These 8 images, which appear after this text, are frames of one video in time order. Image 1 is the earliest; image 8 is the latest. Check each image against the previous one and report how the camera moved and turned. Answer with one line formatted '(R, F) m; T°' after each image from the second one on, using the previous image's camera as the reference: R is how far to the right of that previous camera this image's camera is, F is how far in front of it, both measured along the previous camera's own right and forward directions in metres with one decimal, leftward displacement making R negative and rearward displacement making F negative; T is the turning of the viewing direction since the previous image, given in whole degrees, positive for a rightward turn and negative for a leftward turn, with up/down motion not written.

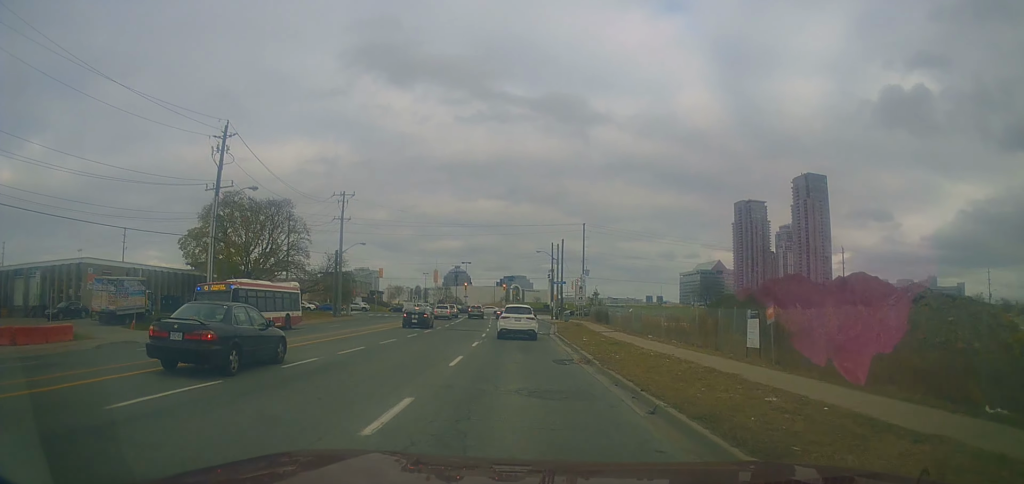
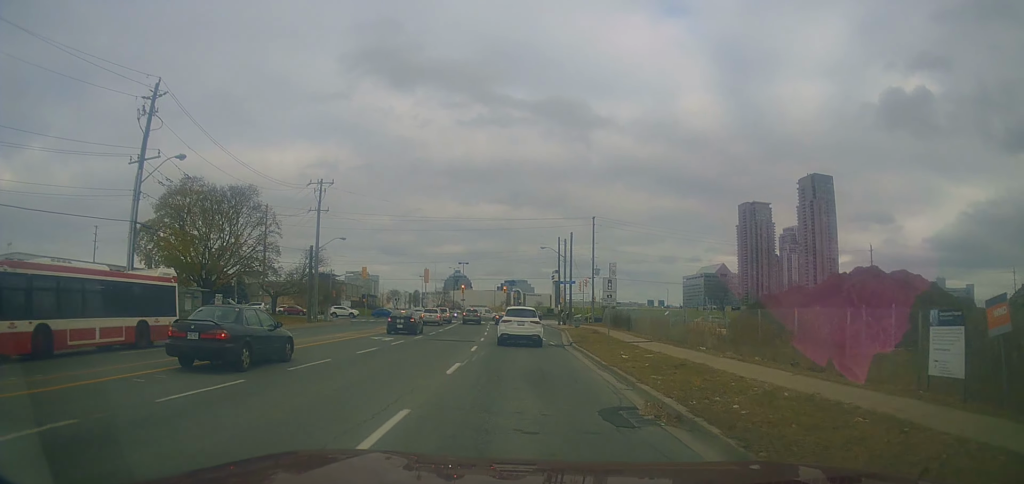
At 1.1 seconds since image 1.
(-0.2, +9.9) m; +2°
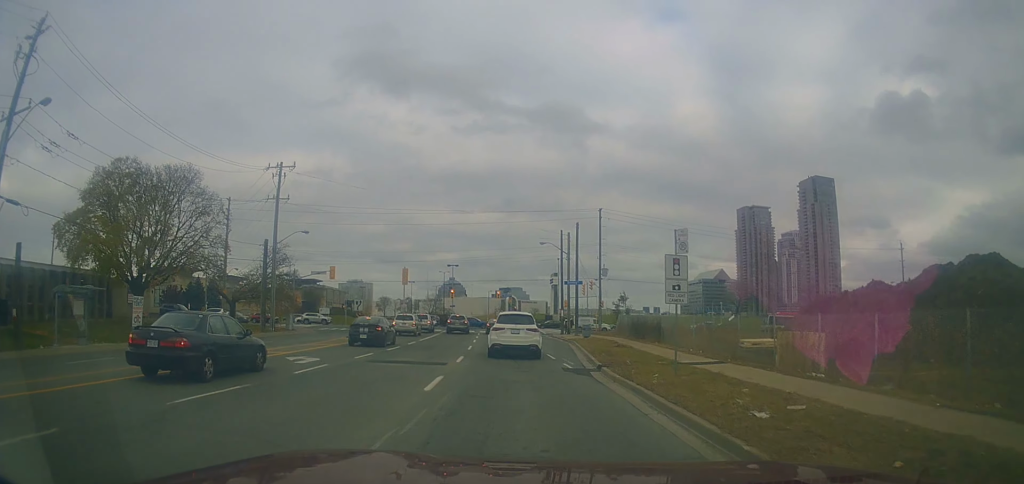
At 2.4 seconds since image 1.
(+0.4, +11.0) m; 0°
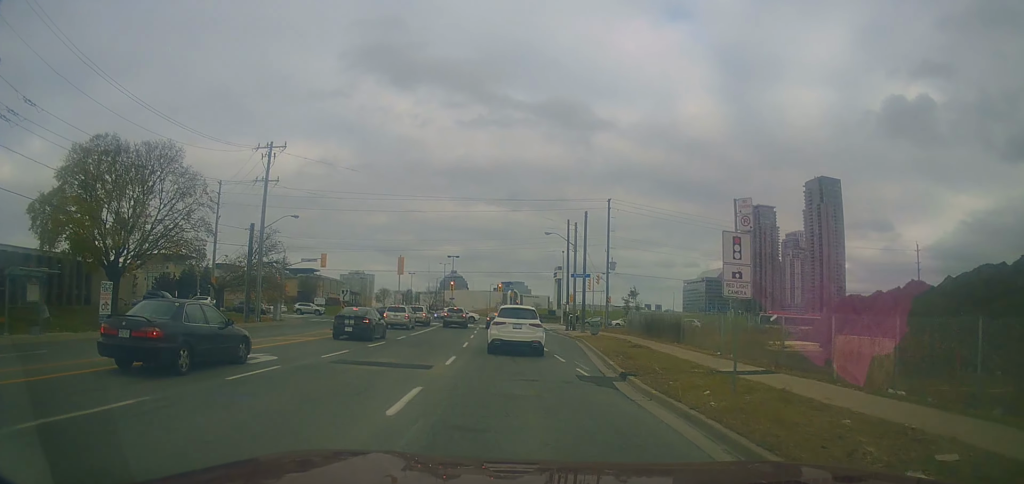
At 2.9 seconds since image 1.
(-0.2, +3.9) m; -1°
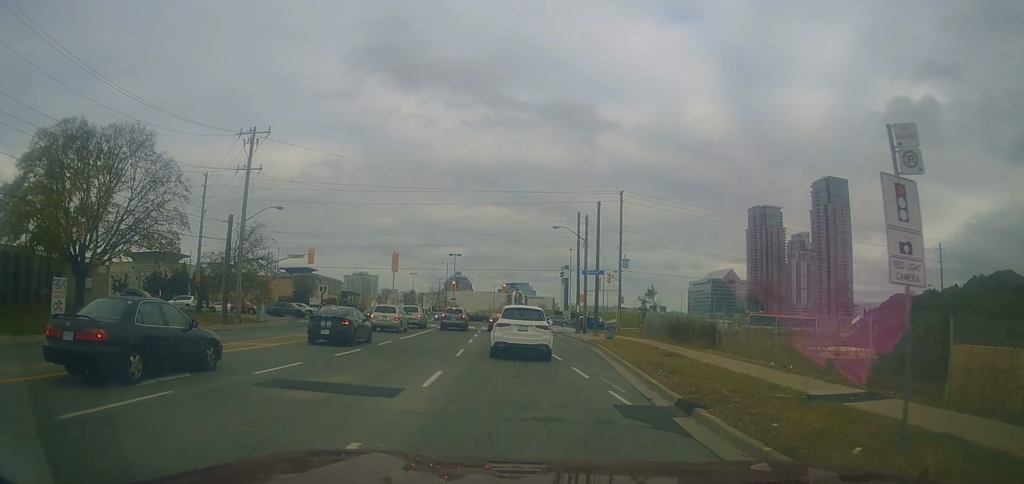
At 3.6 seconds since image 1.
(+0.1, +5.1) m; -1°
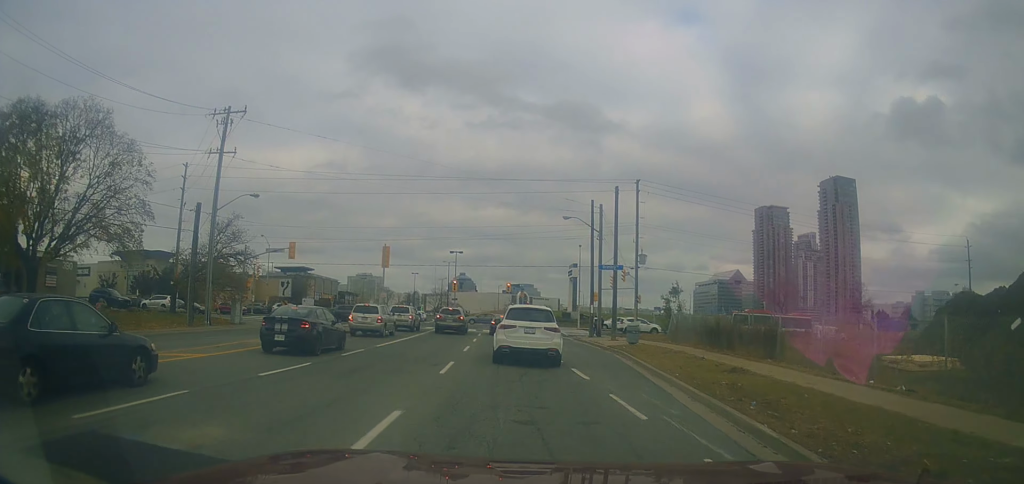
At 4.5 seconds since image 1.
(0.0, +6.0) m; -2°
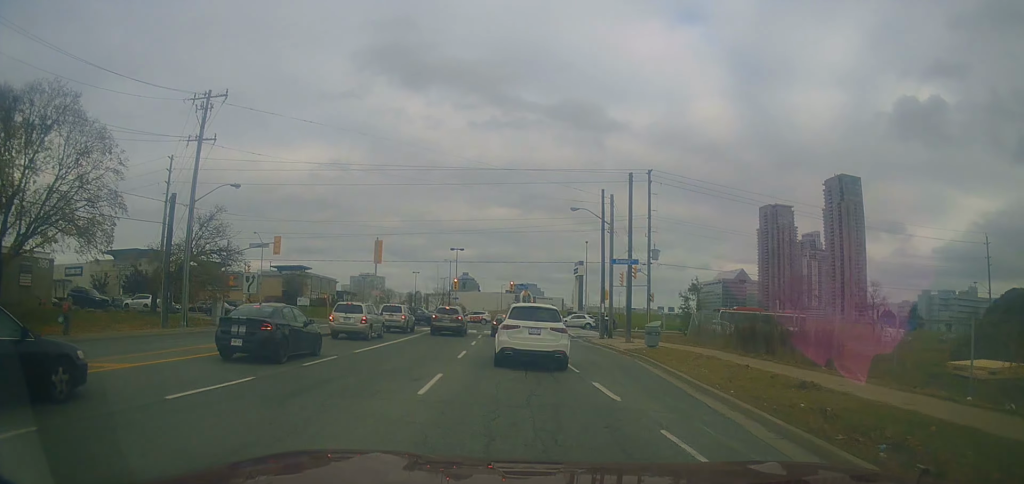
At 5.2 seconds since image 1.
(-0.3, +4.0) m; -1°
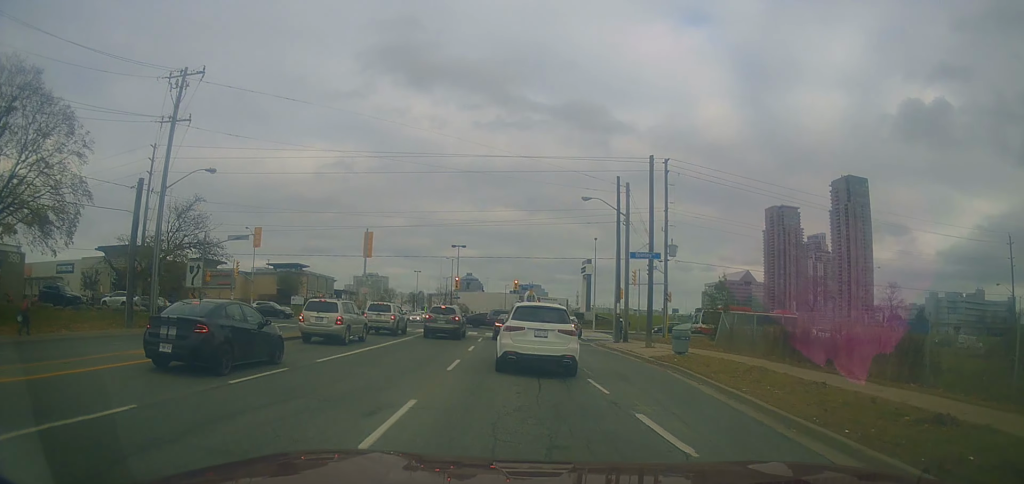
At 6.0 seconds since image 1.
(+0.2, +4.4) m; -2°
